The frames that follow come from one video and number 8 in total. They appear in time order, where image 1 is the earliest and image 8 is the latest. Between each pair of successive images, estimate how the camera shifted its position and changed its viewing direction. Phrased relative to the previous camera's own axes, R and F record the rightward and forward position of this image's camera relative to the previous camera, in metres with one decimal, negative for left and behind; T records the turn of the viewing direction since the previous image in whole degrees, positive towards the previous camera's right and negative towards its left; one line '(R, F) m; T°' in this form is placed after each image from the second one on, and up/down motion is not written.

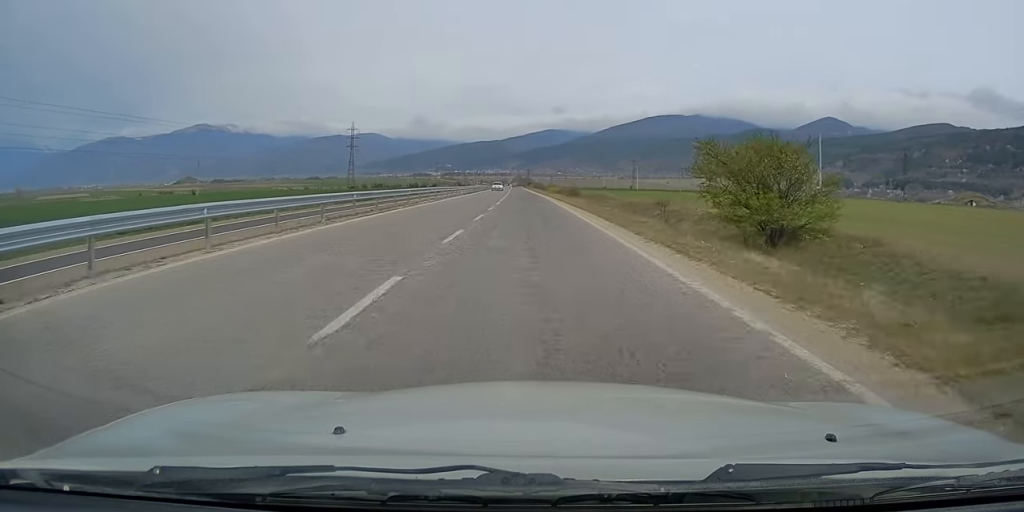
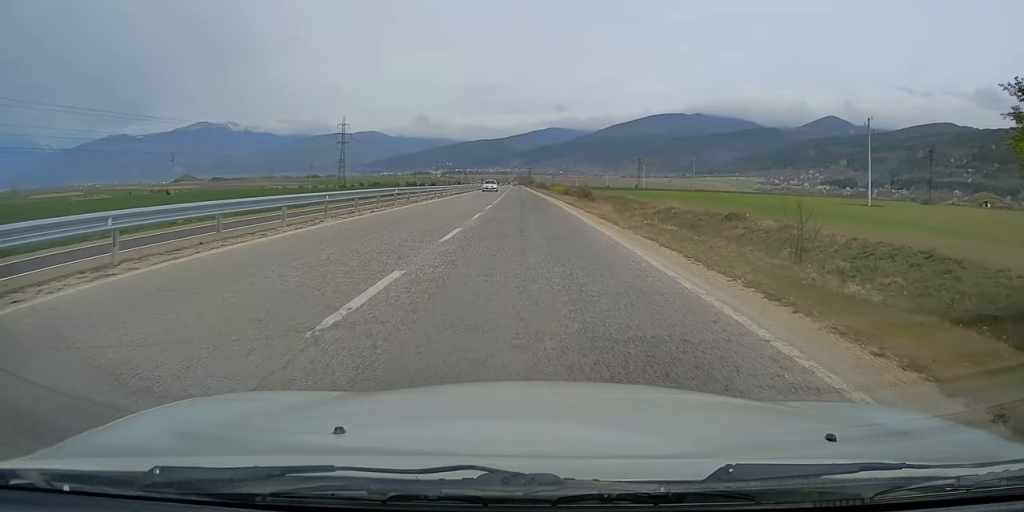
(-0.1, +15.2) m; 0°
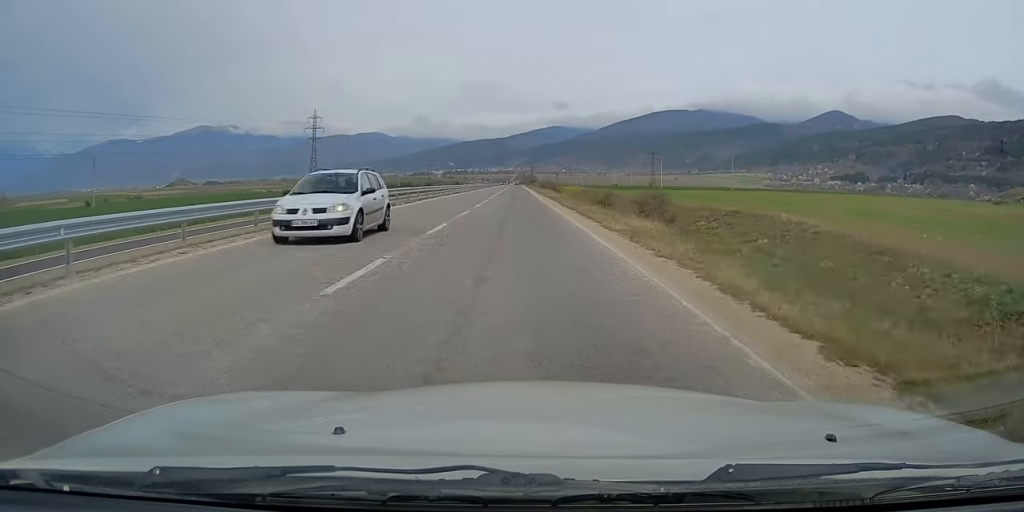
(+0.3, +36.7) m; 0°
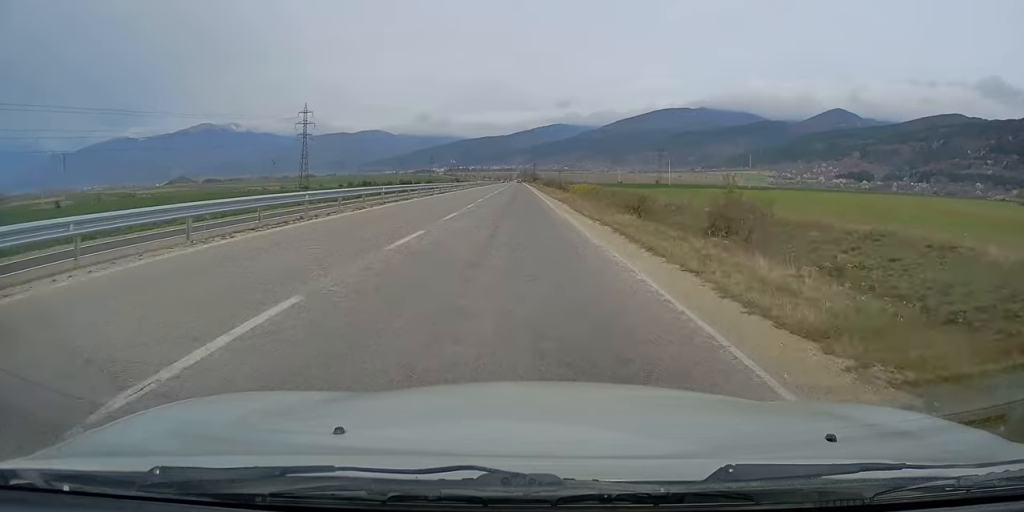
(-0.2, +11.7) m; 0°
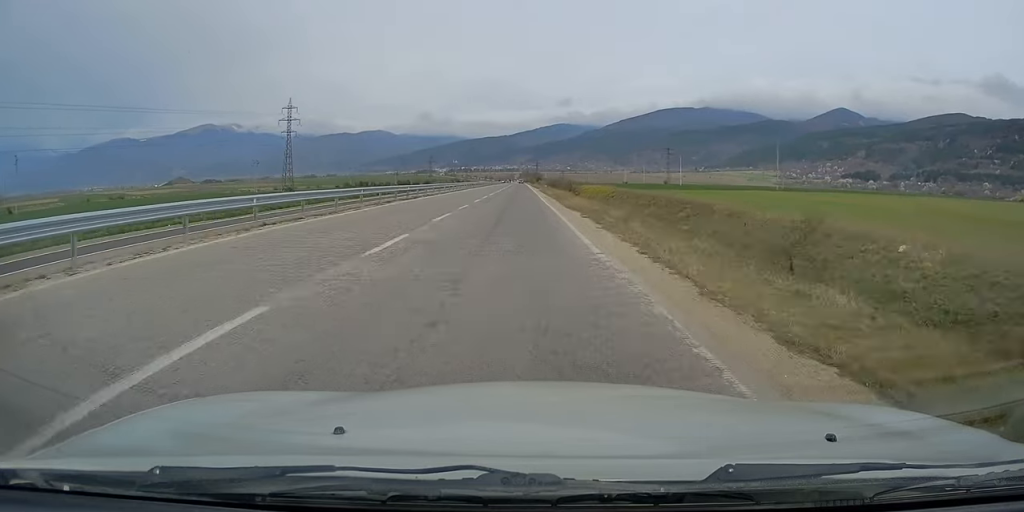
(-0.1, +16.1) m; -1°
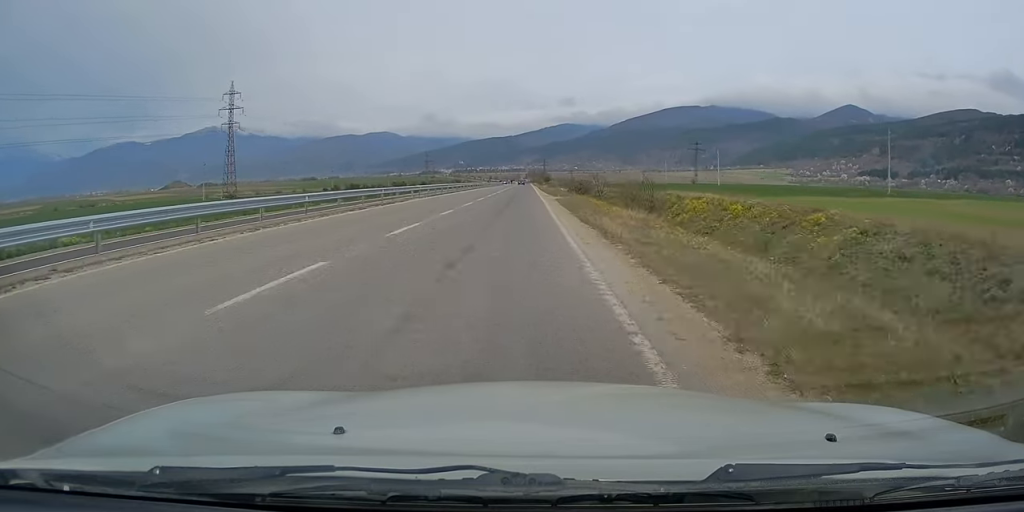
(-0.2, +42.9) m; 0°
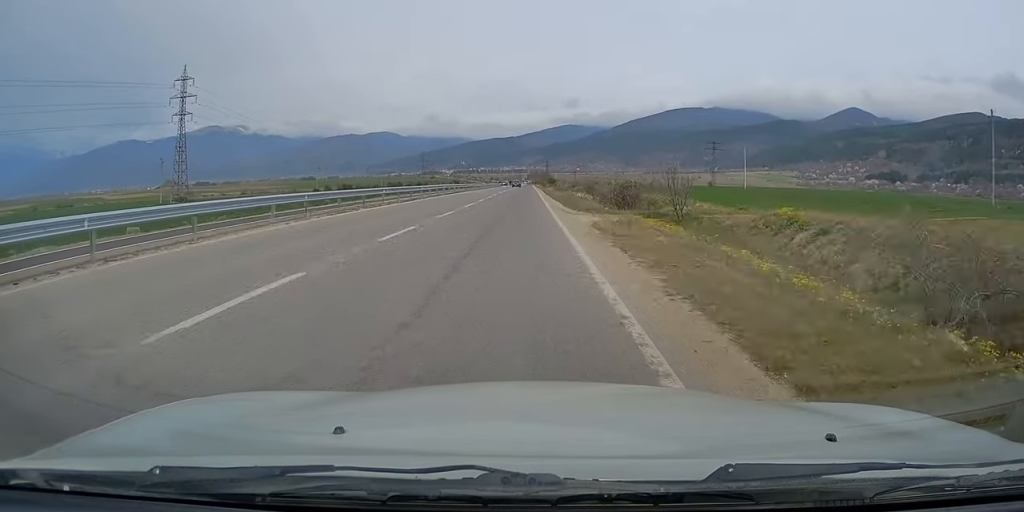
(+0.1, +24.4) m; 0°
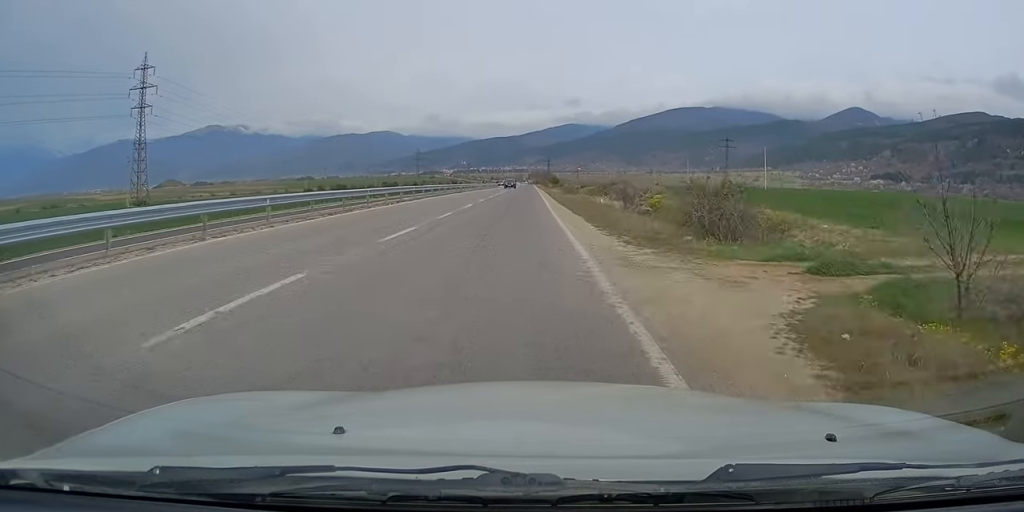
(0.0, +15.7) m; 0°
